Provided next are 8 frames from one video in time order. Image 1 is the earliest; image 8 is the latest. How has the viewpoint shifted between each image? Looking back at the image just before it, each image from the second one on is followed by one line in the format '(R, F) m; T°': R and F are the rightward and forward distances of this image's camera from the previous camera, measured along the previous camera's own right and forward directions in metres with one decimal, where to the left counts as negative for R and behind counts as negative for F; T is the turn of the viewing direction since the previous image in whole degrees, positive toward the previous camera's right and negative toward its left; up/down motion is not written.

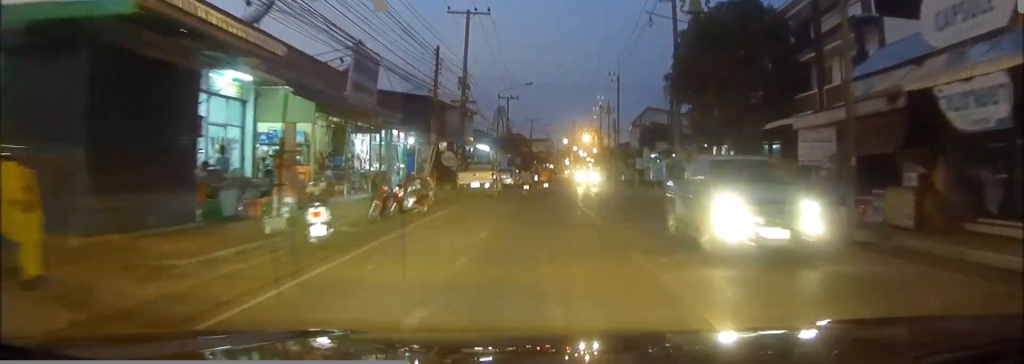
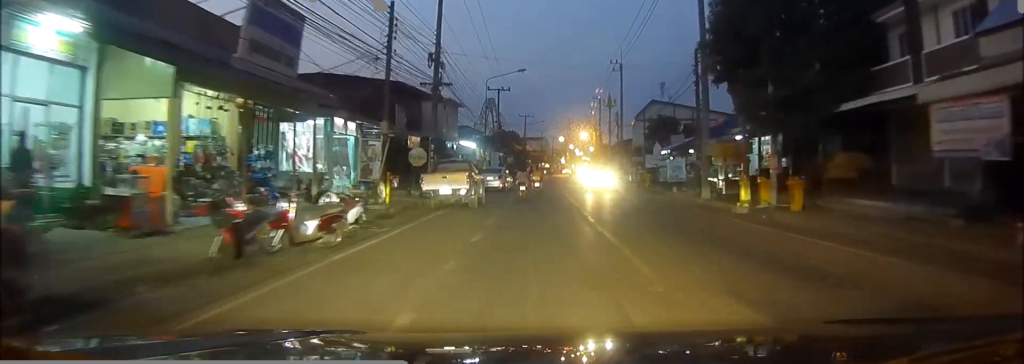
(0.0, +8.6) m; +1°
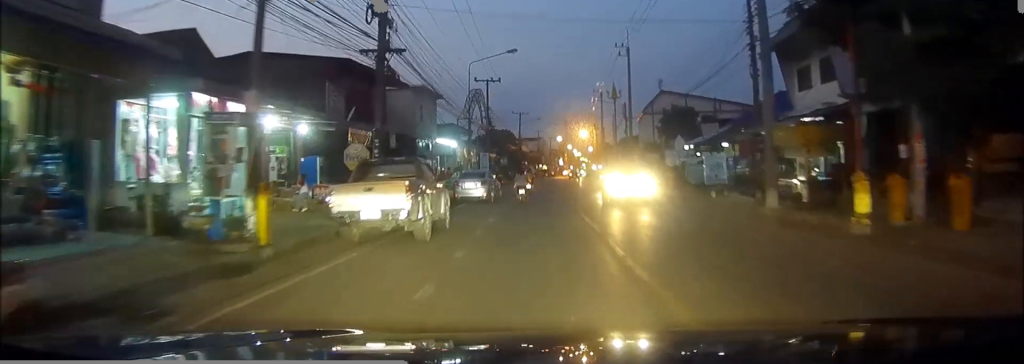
(+0.2, +9.9) m; 0°
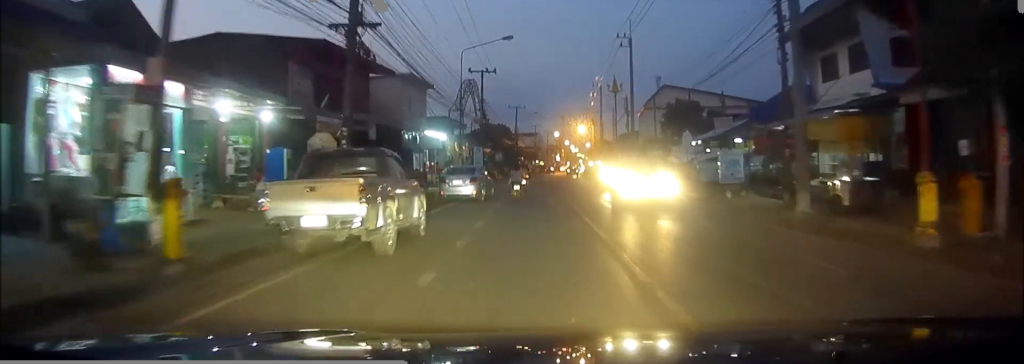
(-0.1, +3.2) m; -1°
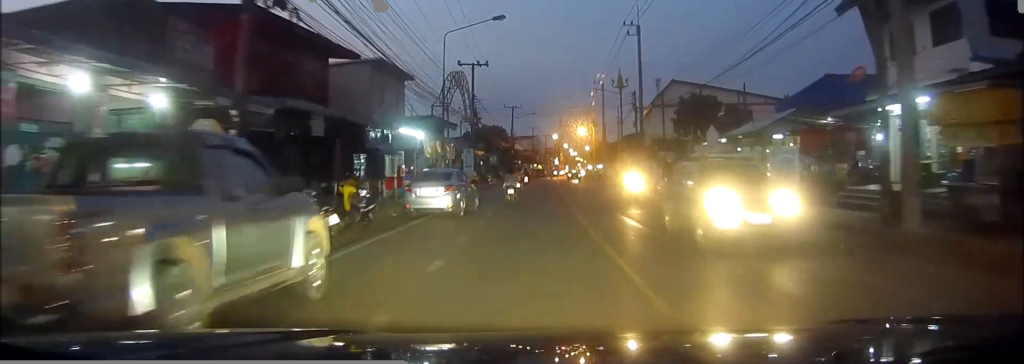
(-0.2, +6.6) m; -1°
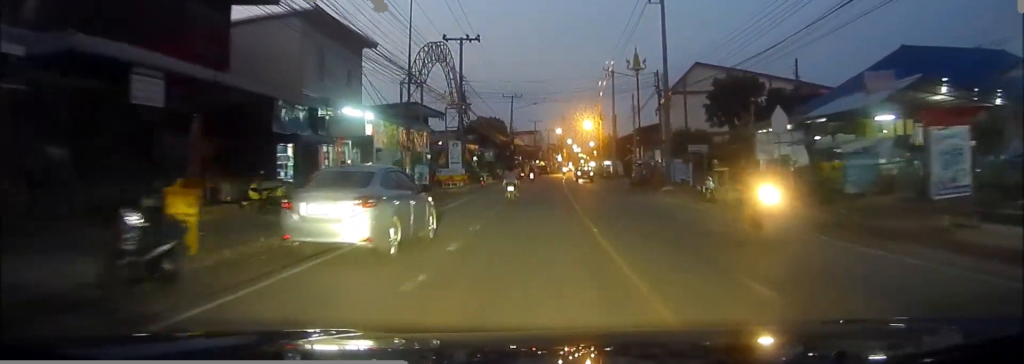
(+0.3, +10.2) m; +2°
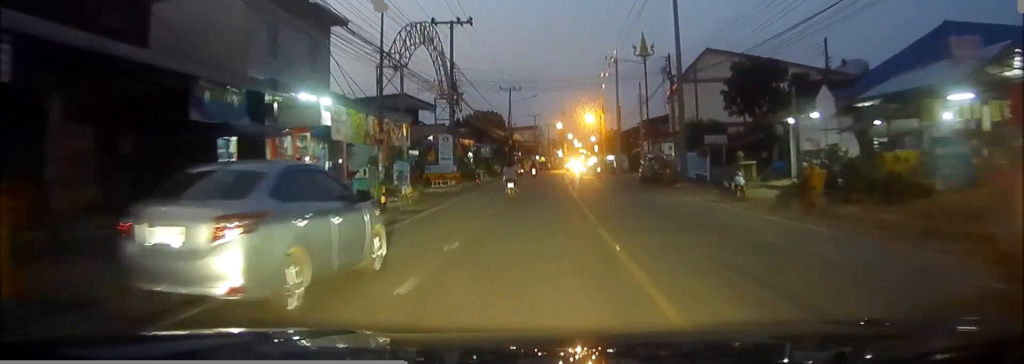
(0.0, +4.6) m; +1°
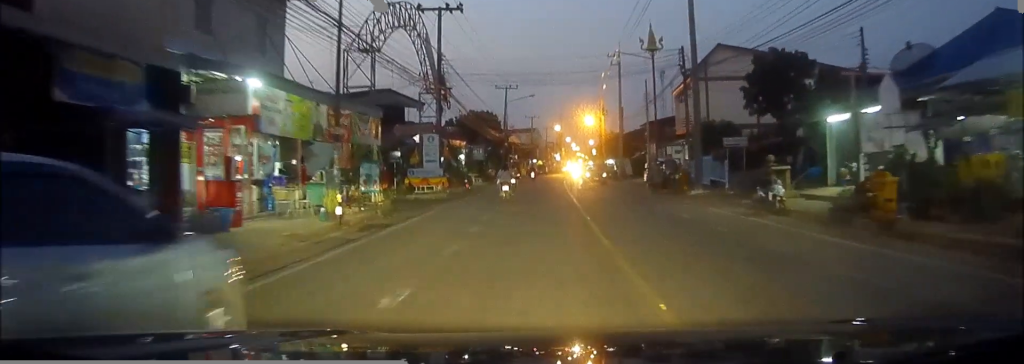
(-0.1, +4.4) m; +1°
